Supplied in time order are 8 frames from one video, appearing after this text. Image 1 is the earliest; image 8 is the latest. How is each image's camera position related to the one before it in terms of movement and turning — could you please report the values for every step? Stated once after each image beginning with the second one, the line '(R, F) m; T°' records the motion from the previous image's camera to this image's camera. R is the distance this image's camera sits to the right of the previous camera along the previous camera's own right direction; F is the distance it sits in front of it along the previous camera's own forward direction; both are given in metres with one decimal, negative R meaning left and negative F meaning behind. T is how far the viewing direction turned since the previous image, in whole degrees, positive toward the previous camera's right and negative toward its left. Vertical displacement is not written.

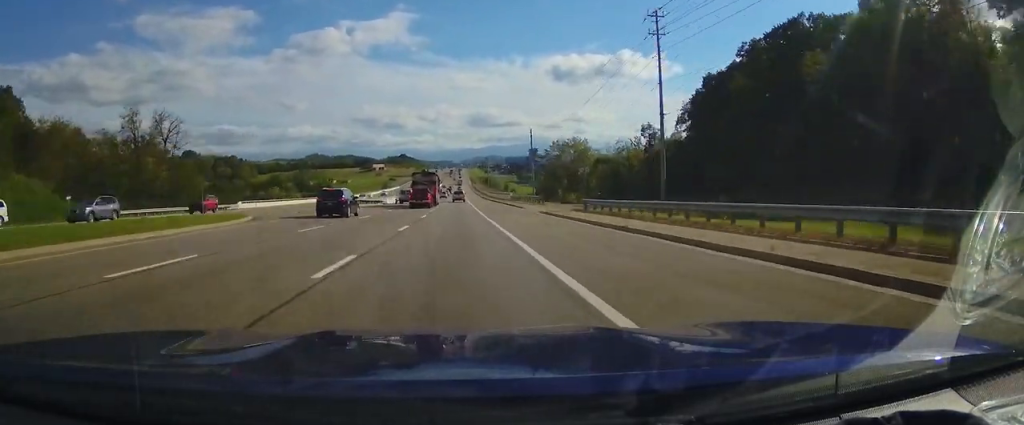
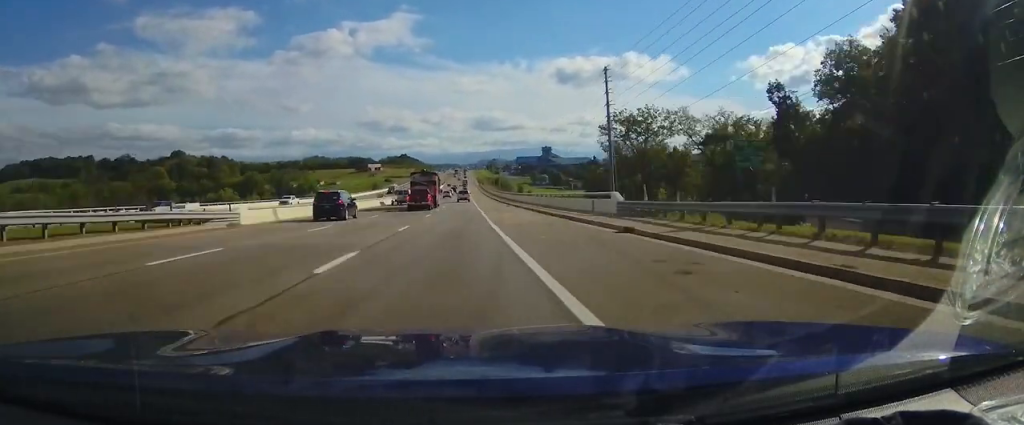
(+0.3, +57.5) m; 0°
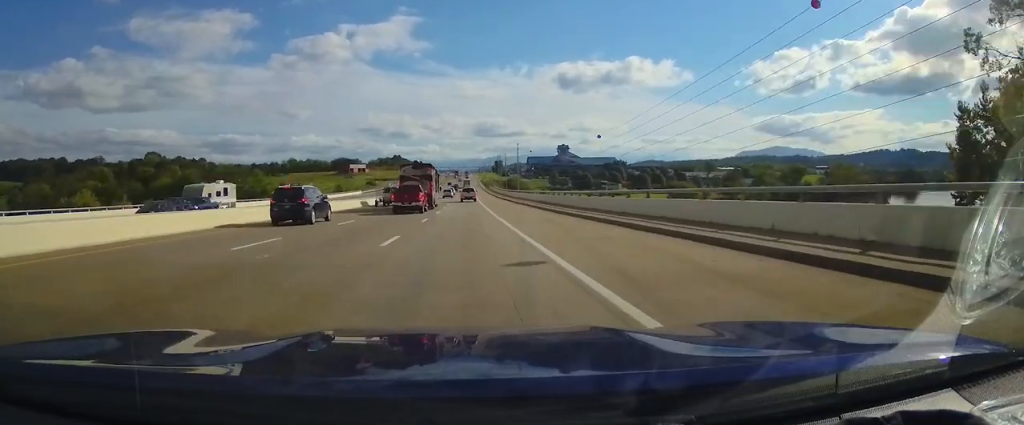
(-0.7, +73.6) m; 0°
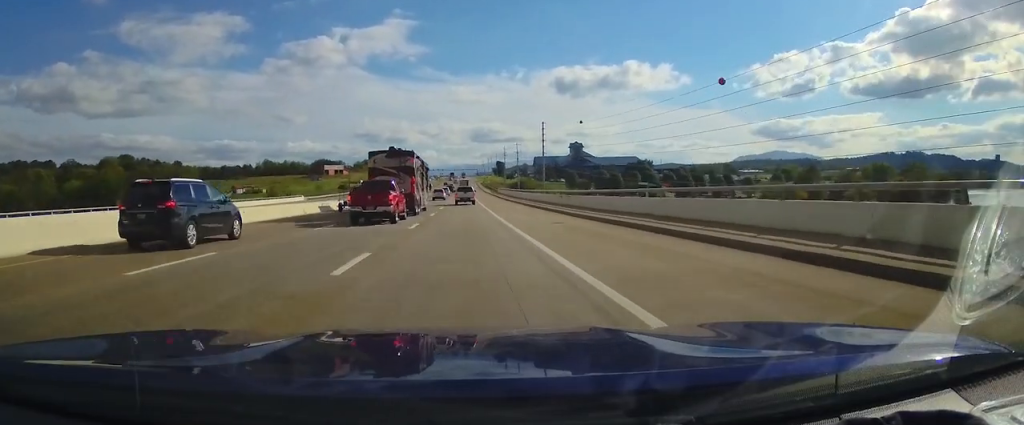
(+0.1, +50.6) m; 0°
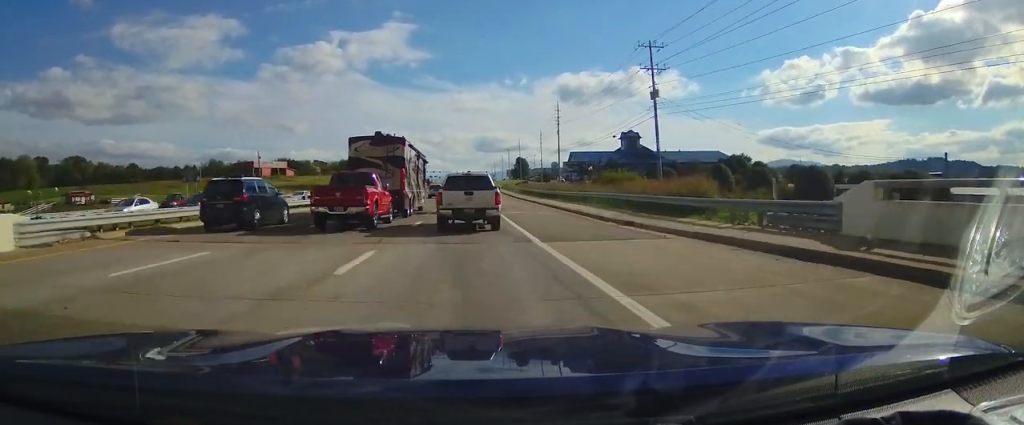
(-0.3, +102.4) m; -1°
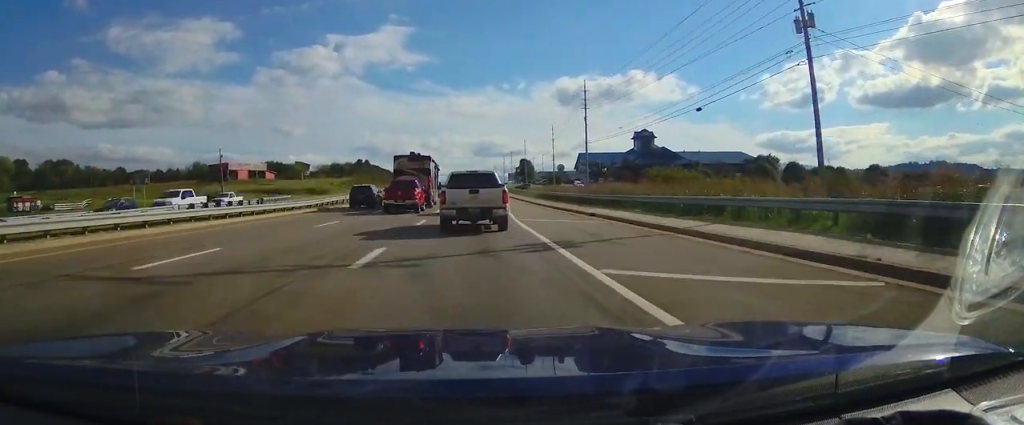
(-0.3, +26.7) m; 0°
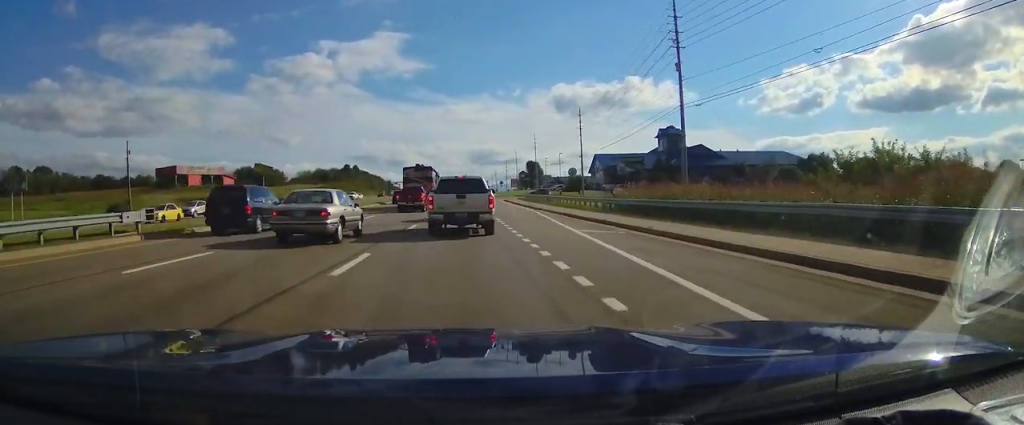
(+0.3, +31.1) m; 0°
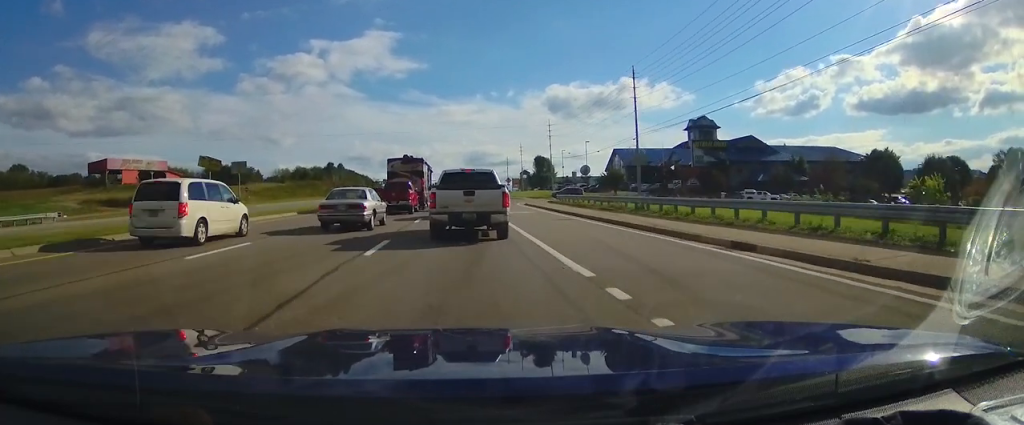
(0.0, +25.4) m; 0°
